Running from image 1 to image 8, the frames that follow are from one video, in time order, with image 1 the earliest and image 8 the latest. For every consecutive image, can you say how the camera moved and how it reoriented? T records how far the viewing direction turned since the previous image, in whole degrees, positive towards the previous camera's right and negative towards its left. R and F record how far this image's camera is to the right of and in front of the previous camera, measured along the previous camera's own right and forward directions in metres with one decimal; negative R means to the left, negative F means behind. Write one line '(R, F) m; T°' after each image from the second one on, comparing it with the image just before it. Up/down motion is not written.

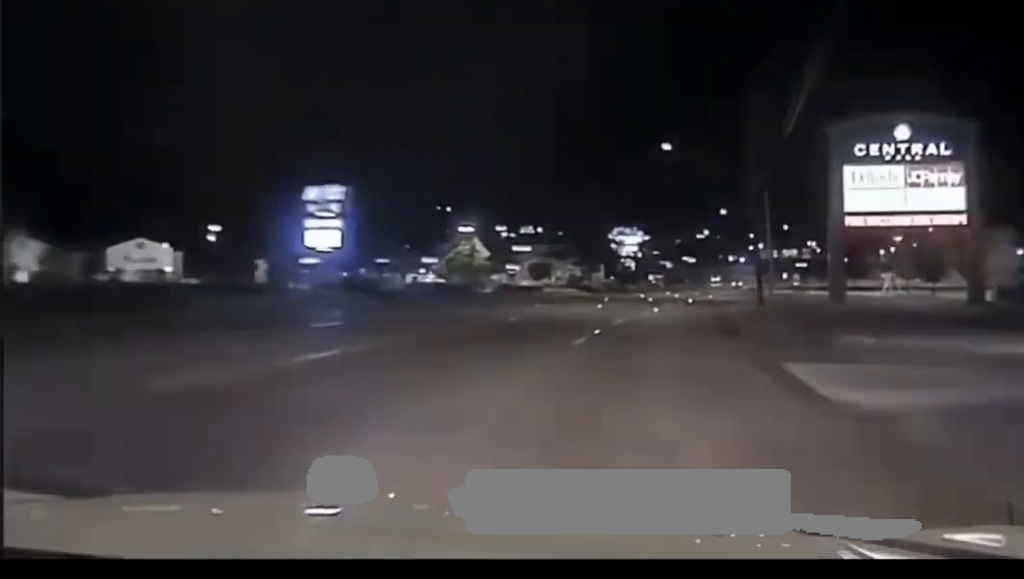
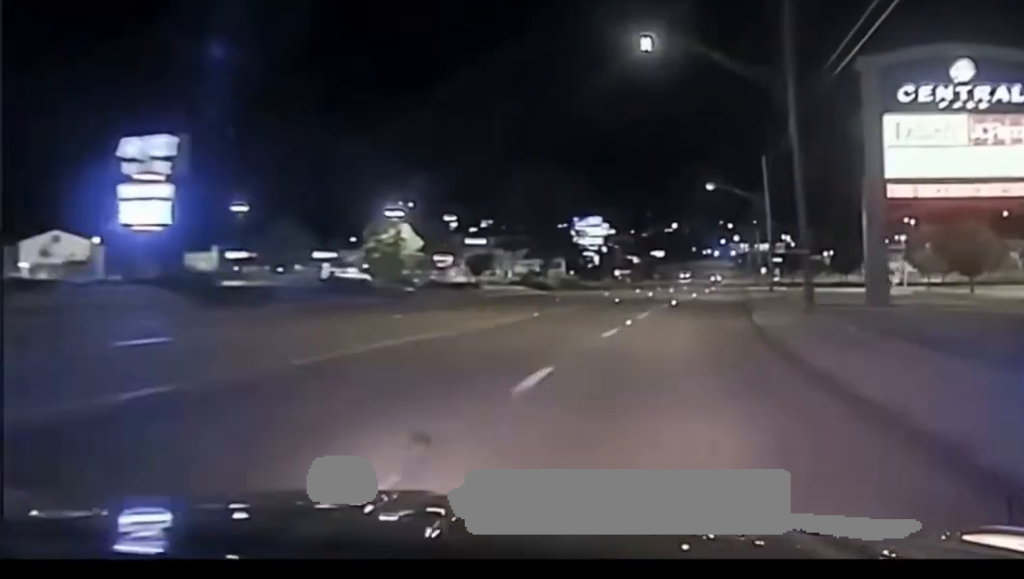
(+0.1, +22.6) m; +2°
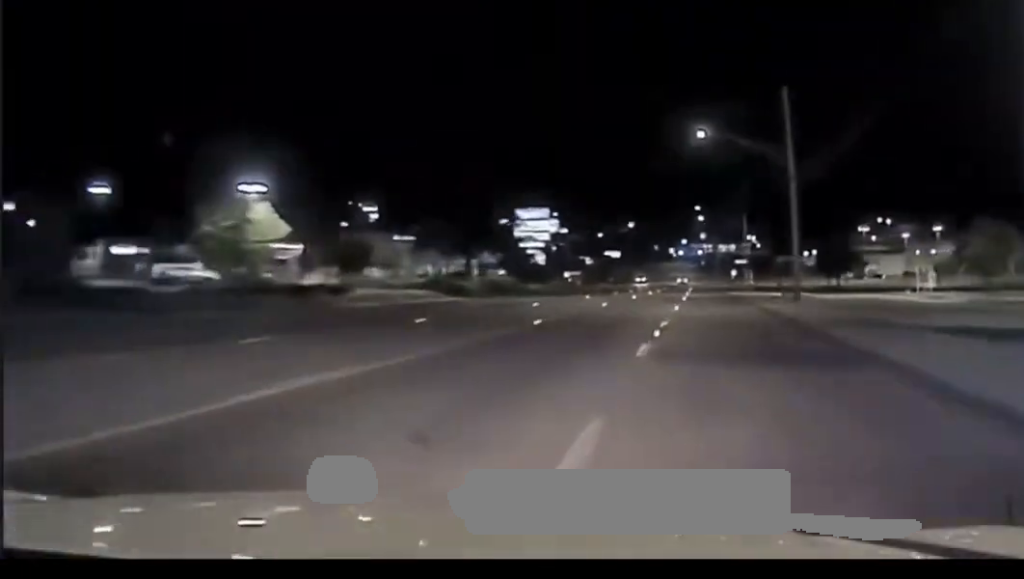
(+0.8, +31.3) m; +2°
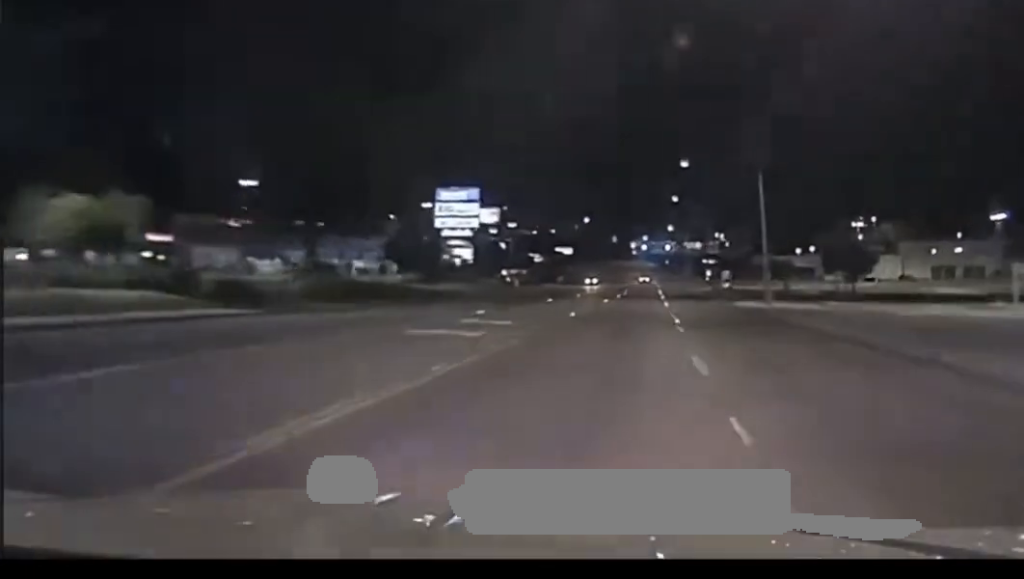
(+0.9, +40.6) m; +2°
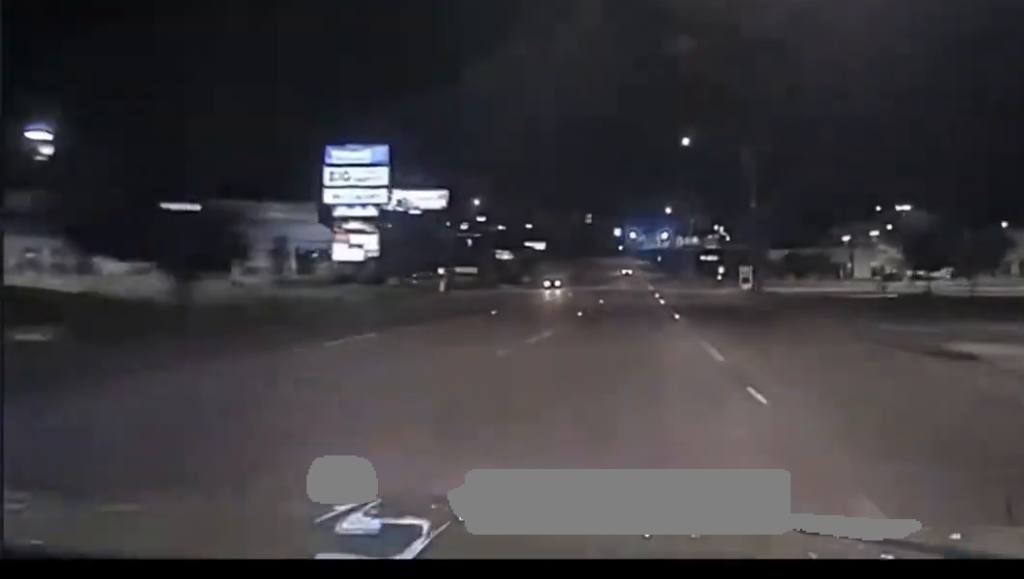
(+0.6, +51.9) m; +1°
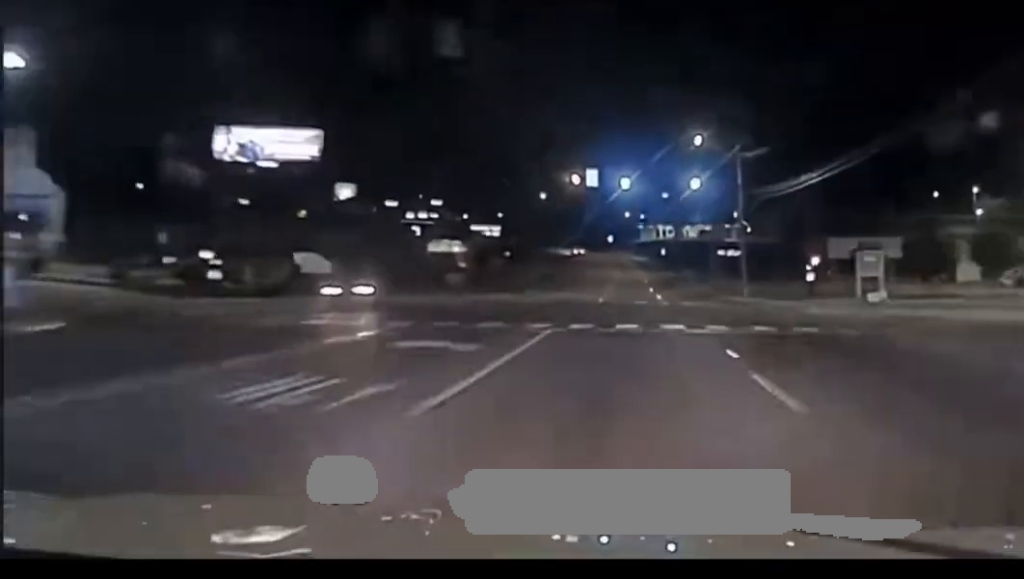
(0.0, +69.8) m; 0°
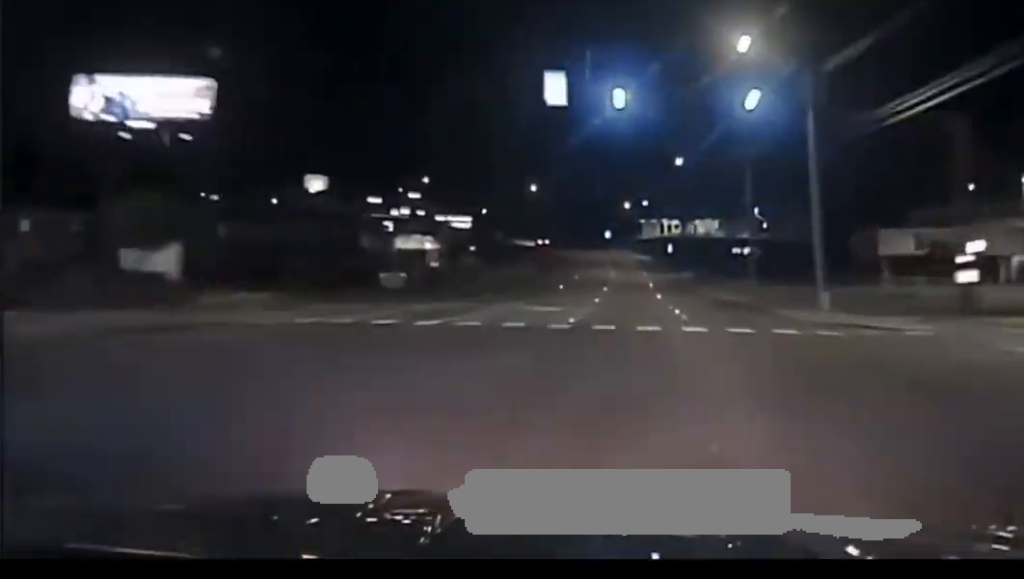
(0.0, +26.8) m; 0°
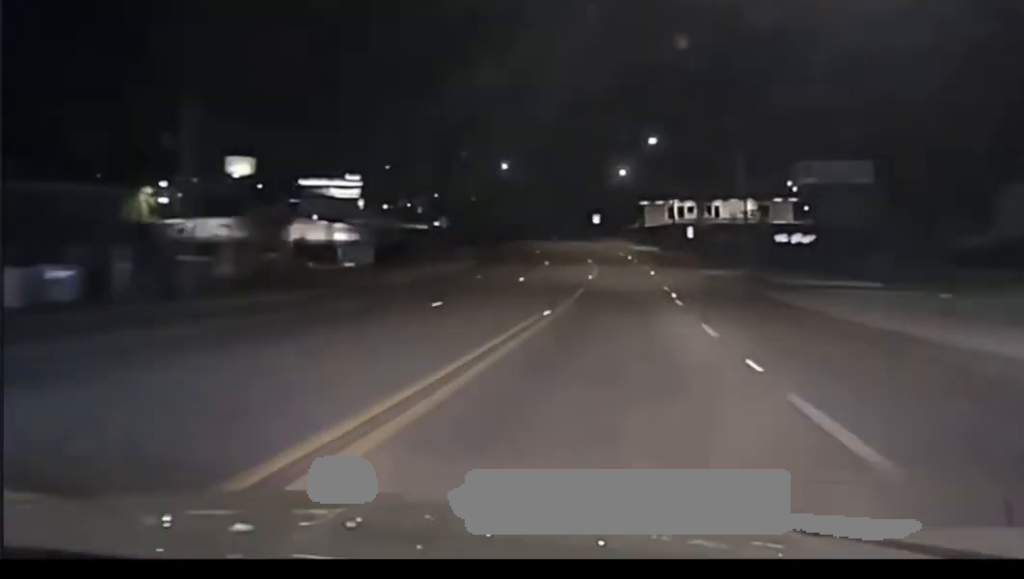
(0.0, +50.6) m; -1°
